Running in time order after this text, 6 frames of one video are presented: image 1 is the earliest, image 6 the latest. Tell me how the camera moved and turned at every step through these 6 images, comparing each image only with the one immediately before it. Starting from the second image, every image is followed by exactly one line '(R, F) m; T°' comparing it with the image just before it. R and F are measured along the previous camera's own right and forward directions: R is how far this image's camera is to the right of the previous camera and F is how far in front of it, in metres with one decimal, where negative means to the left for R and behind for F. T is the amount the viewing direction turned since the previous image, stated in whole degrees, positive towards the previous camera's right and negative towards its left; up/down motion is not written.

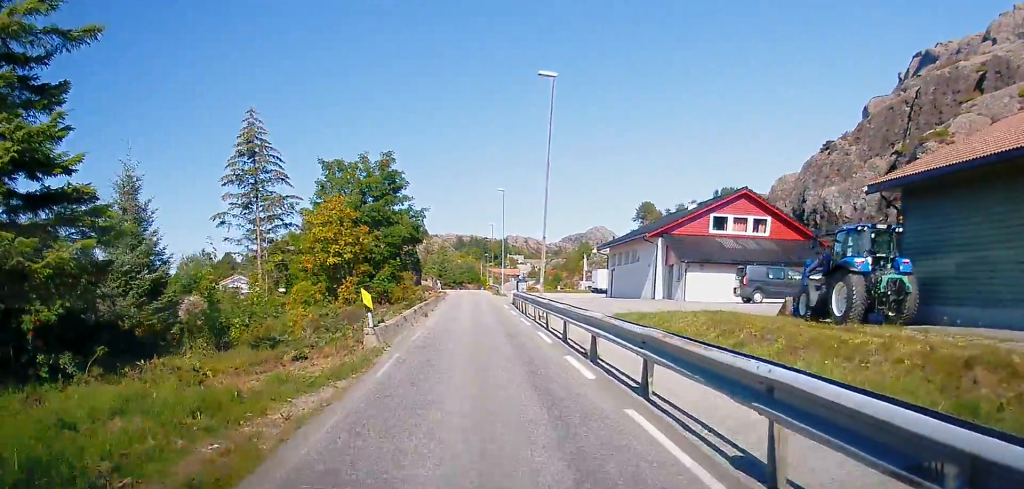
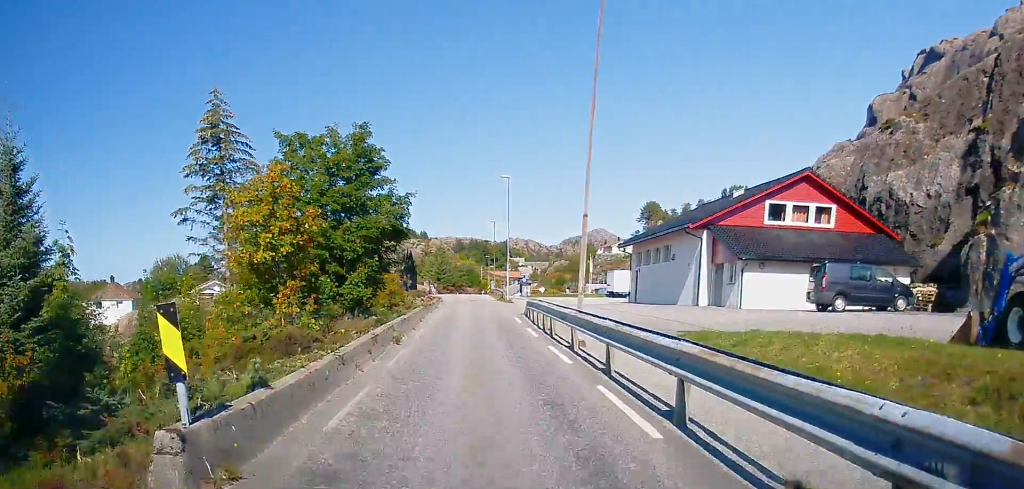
(-0.1, +9.4) m; -2°
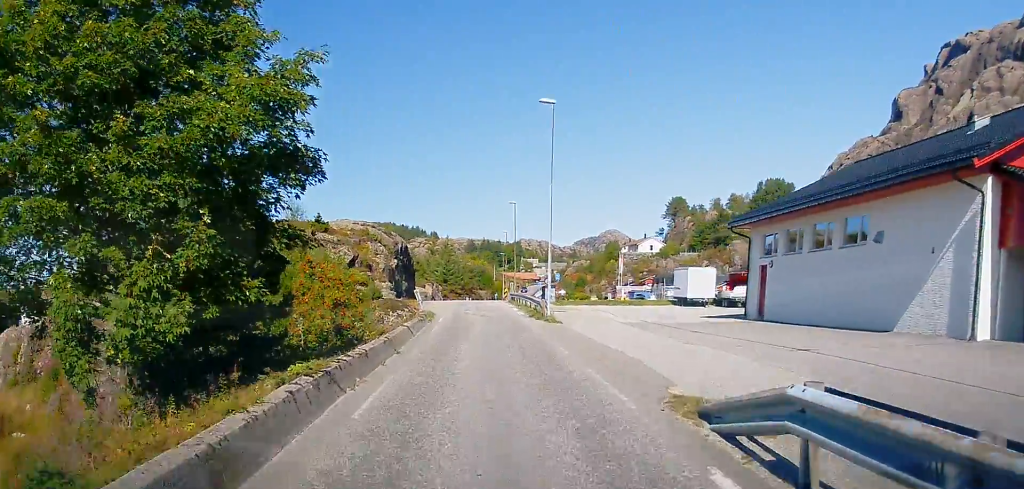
(-0.1, +20.4) m; 0°
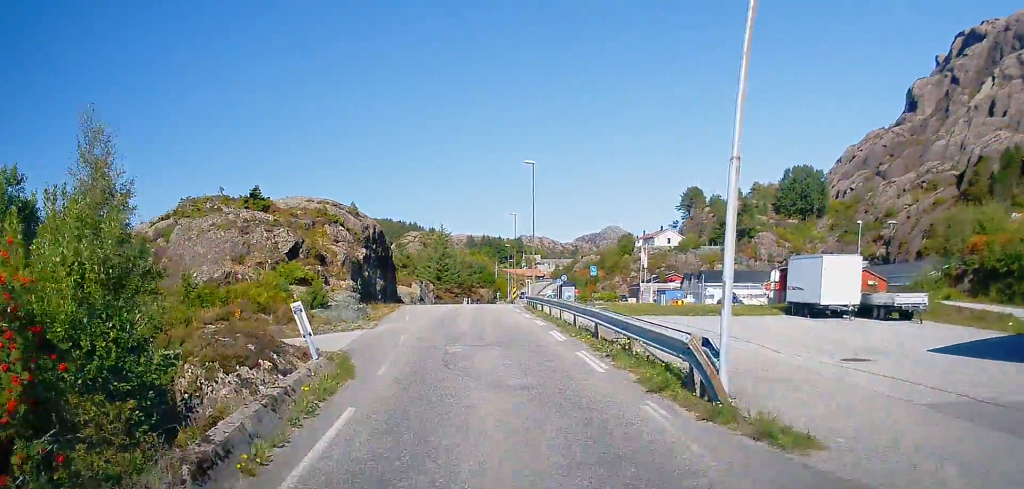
(-0.2, +17.0) m; 0°
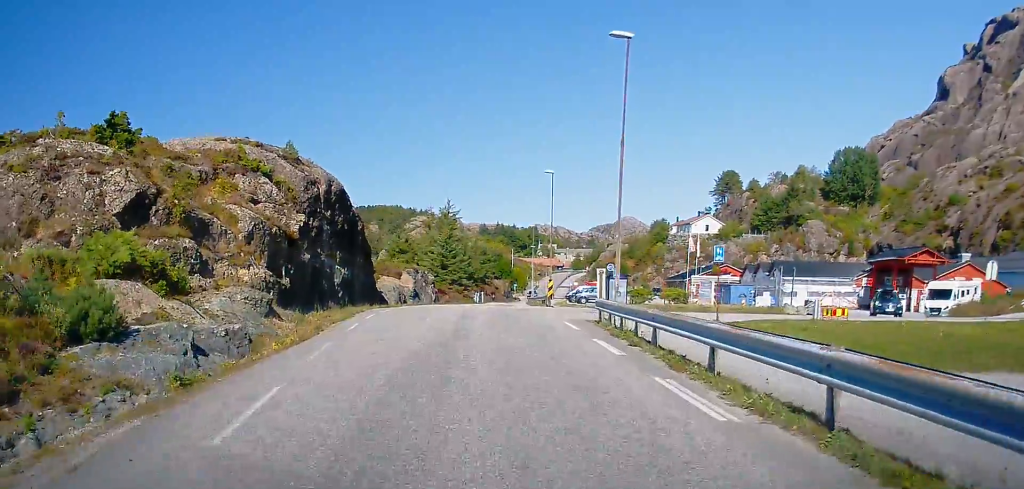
(+0.3, +21.4) m; 0°
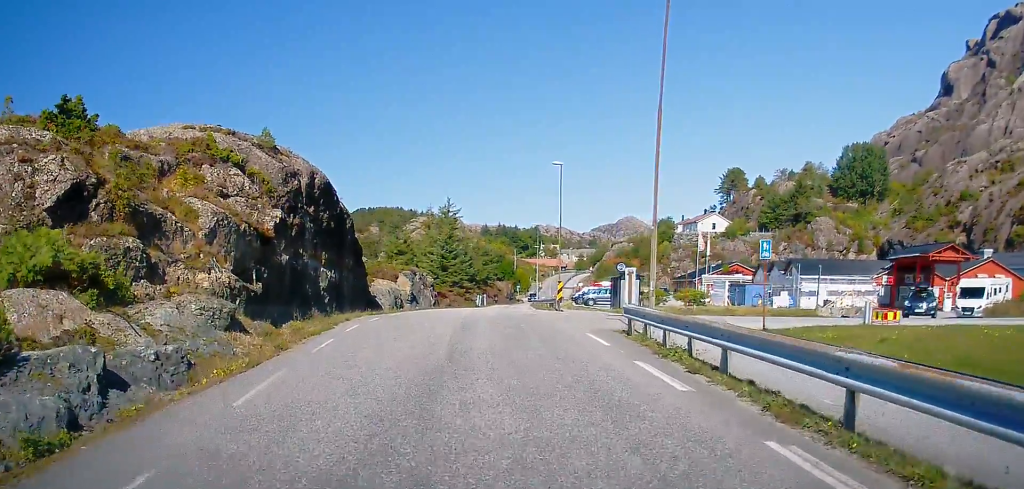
(-0.1, +4.3) m; 0°
